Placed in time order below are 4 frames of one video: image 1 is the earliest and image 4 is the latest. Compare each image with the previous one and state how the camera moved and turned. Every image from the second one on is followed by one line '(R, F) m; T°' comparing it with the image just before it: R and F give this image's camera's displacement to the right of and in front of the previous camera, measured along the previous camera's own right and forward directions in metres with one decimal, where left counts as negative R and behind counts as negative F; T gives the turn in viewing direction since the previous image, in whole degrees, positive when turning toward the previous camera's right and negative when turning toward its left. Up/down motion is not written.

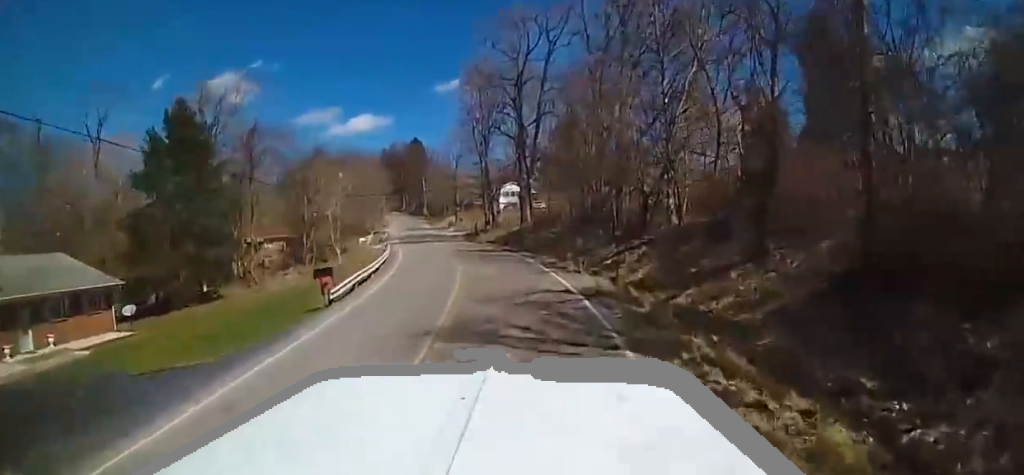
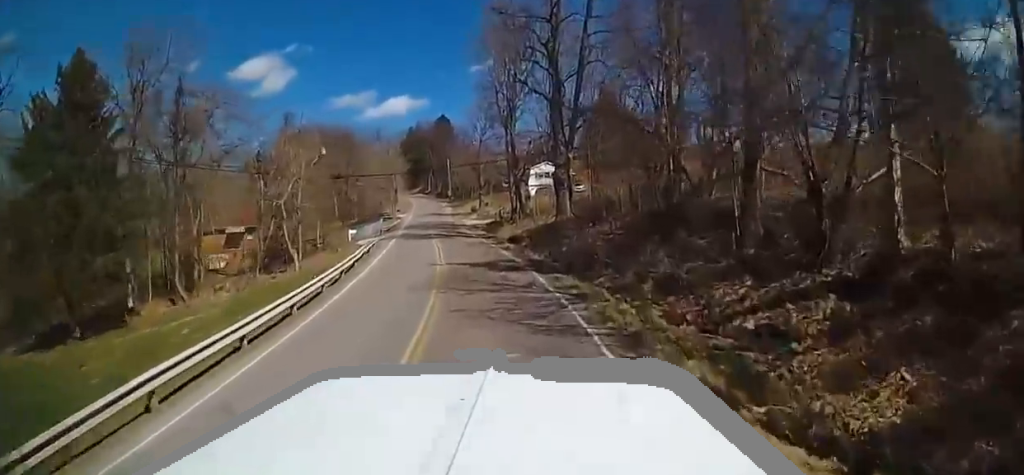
(-1.4, +14.2) m; -14°
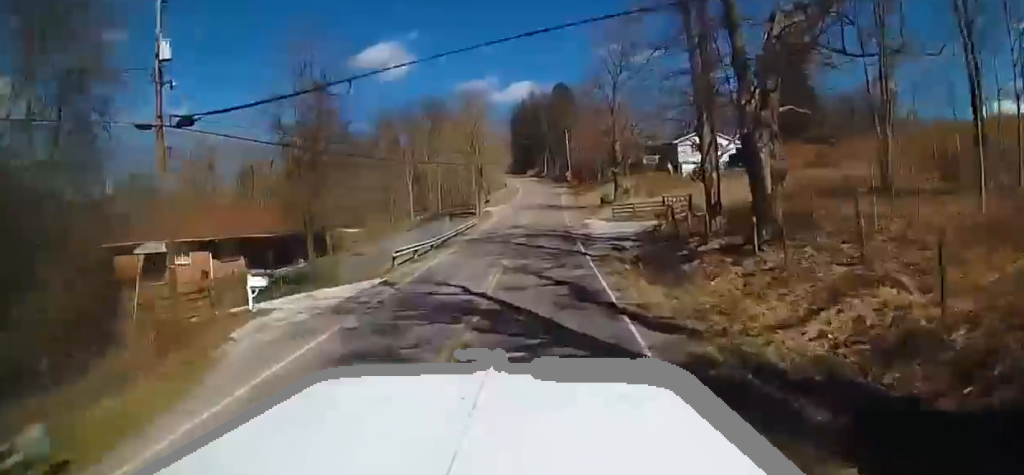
(-9.2, +31.1) m; -30°
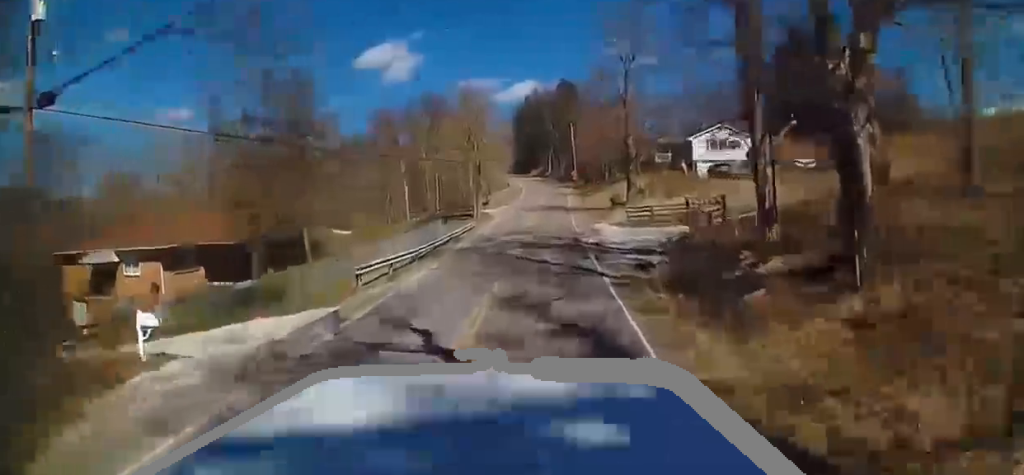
(-0.4, +5.2) m; 0°
